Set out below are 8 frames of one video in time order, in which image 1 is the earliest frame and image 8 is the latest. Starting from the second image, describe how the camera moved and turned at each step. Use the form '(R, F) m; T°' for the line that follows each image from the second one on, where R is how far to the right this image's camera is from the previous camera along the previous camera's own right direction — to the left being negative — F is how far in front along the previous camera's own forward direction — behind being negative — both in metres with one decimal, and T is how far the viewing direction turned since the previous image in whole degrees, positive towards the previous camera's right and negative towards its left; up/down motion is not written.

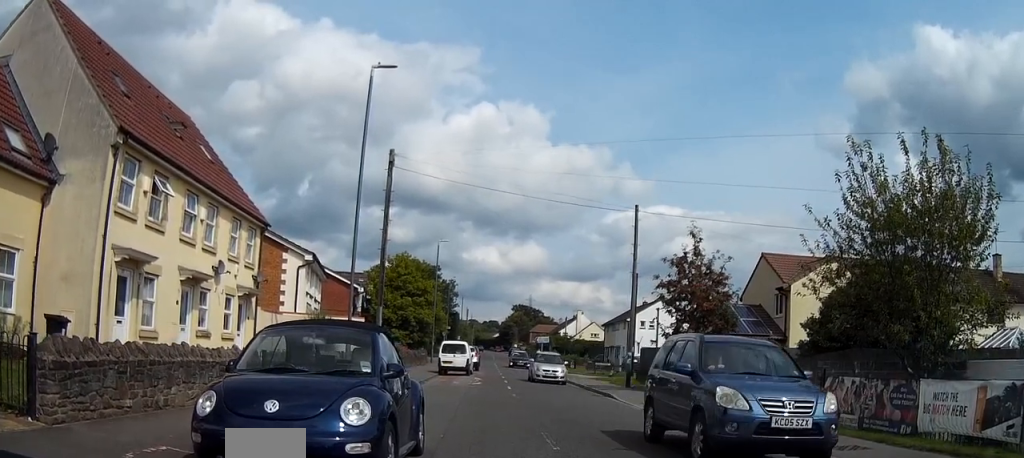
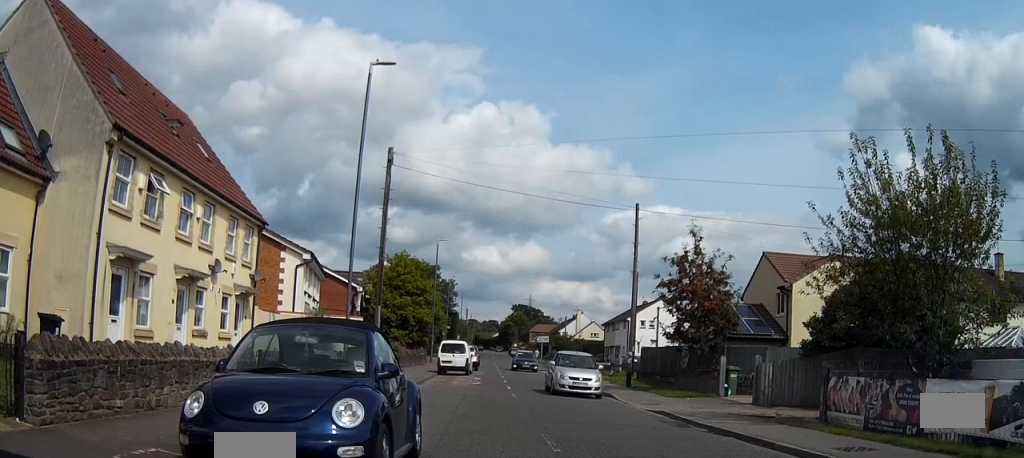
(0.0, +0.4) m; 0°
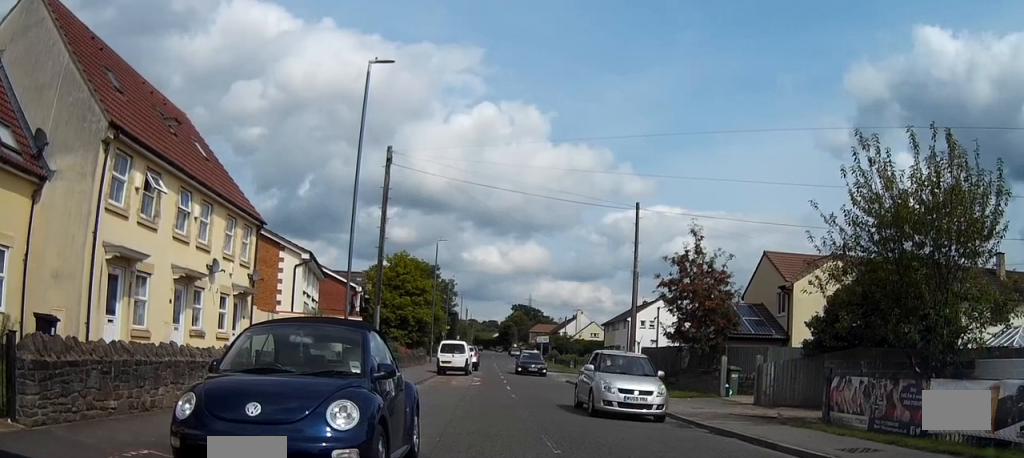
(0.0, +0.3) m; 0°
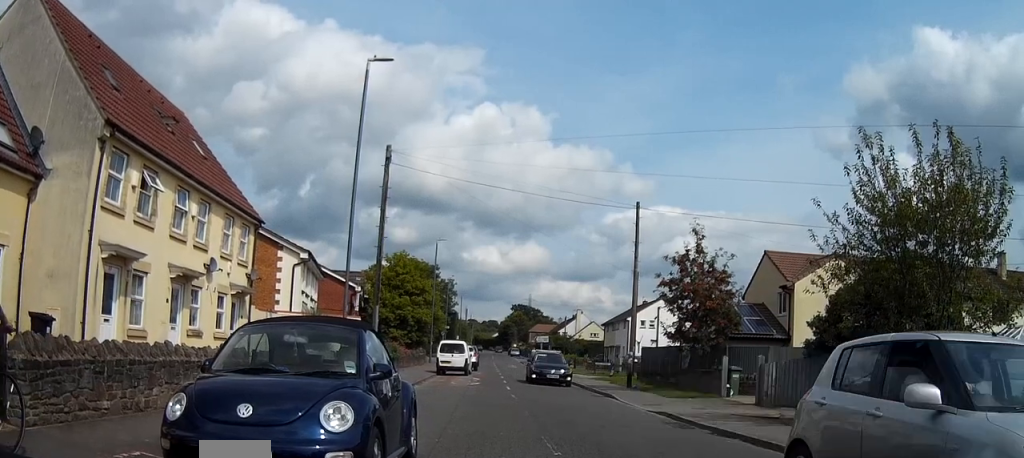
(+0.1, +0.4) m; 0°
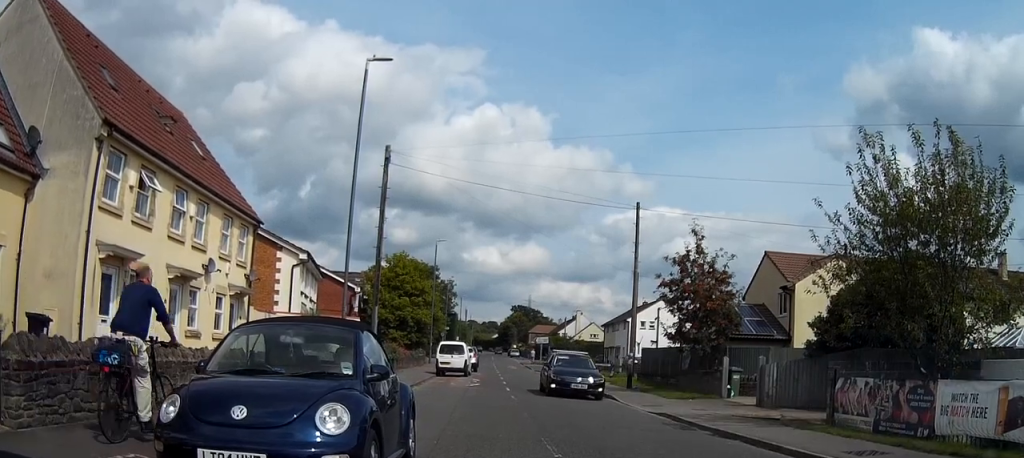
(0.0, +0.3) m; 0°
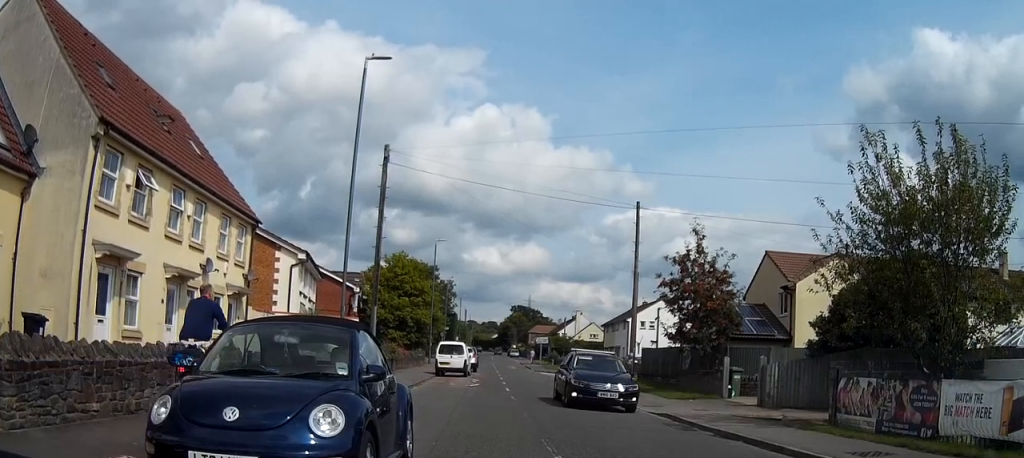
(0.0, +0.3) m; 0°
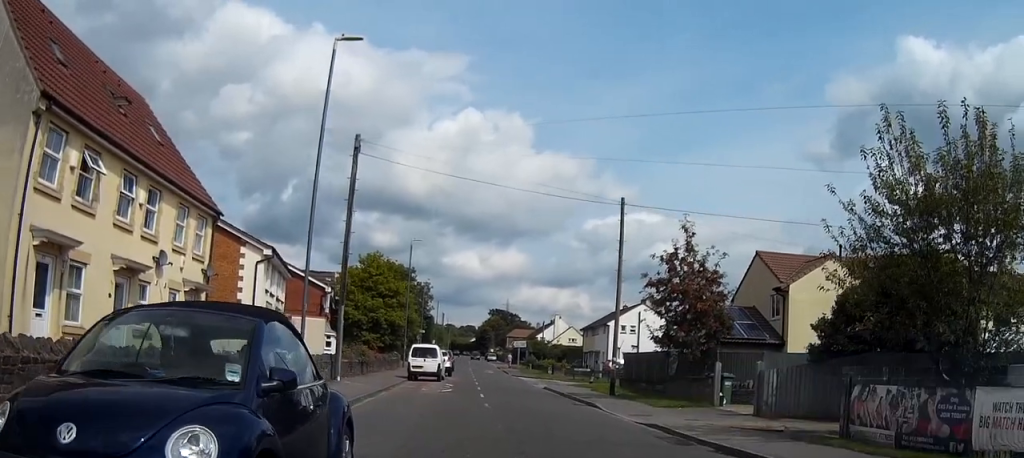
(0.0, +1.8) m; 0°
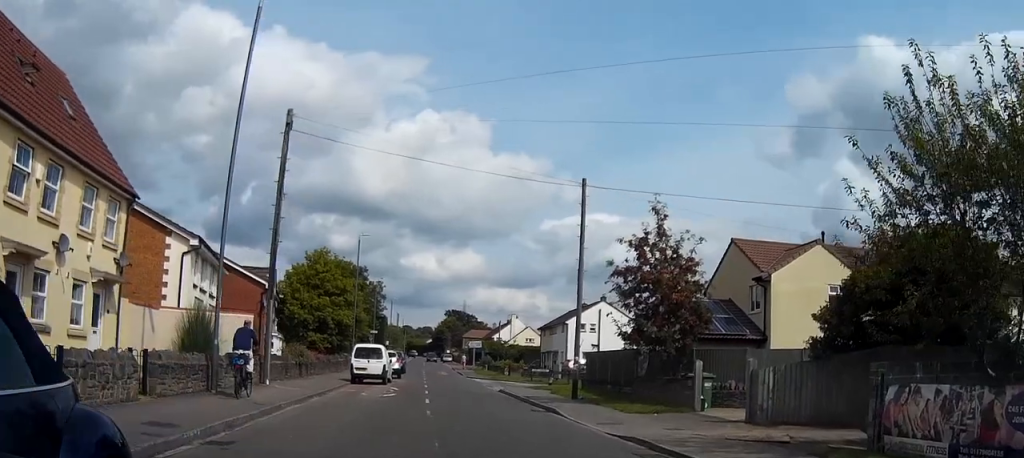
(0.0, +1.7) m; -1°
